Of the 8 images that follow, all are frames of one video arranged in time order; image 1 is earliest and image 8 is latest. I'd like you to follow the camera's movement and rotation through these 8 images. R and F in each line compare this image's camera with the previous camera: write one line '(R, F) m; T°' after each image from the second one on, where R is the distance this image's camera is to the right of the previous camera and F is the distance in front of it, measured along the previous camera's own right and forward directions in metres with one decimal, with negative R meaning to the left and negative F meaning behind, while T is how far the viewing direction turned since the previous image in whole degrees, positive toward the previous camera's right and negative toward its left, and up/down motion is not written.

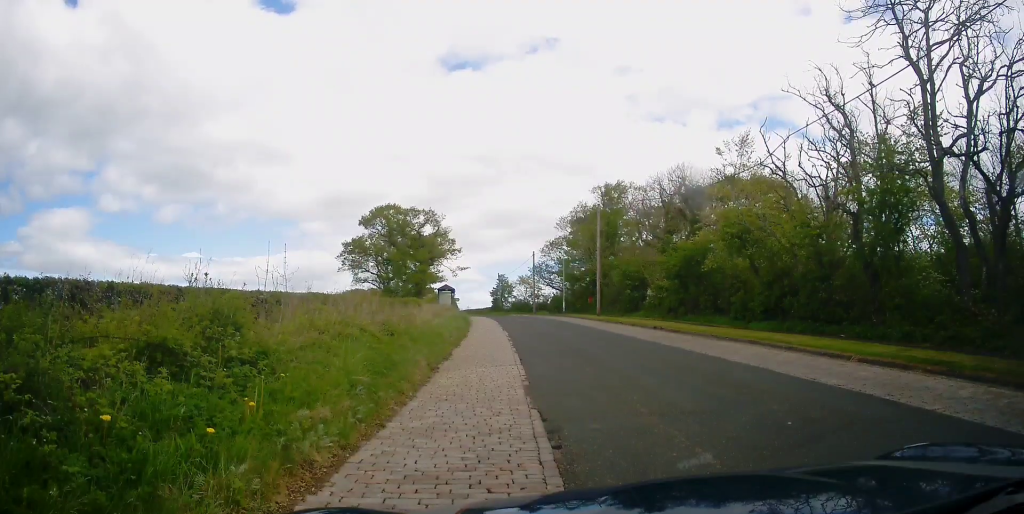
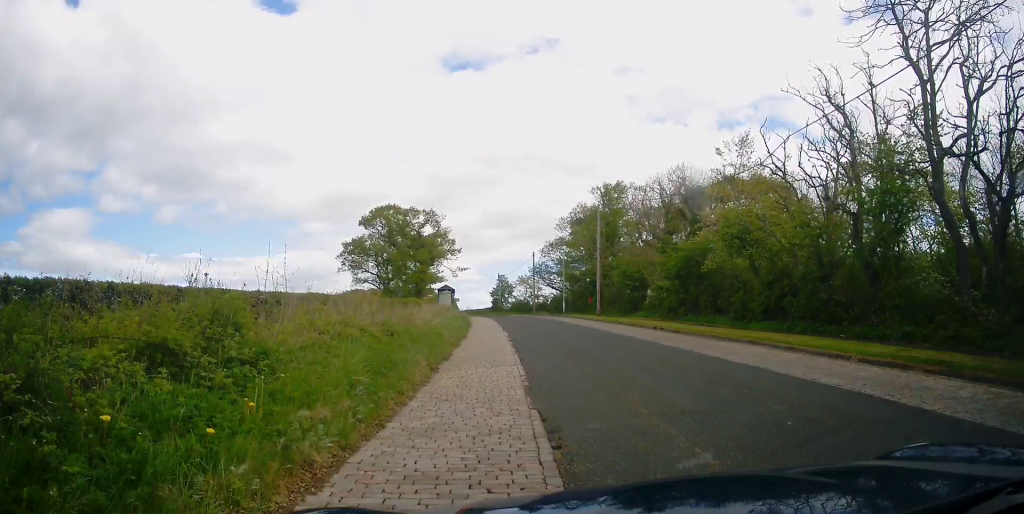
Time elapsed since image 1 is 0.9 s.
(0.0, 0.0) m; 0°
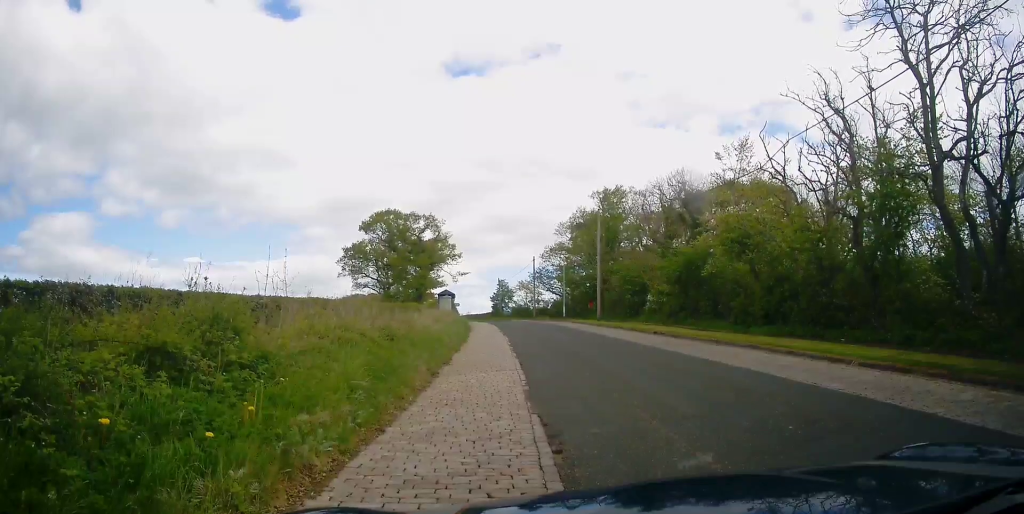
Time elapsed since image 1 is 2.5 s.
(0.0, 0.0) m; 0°
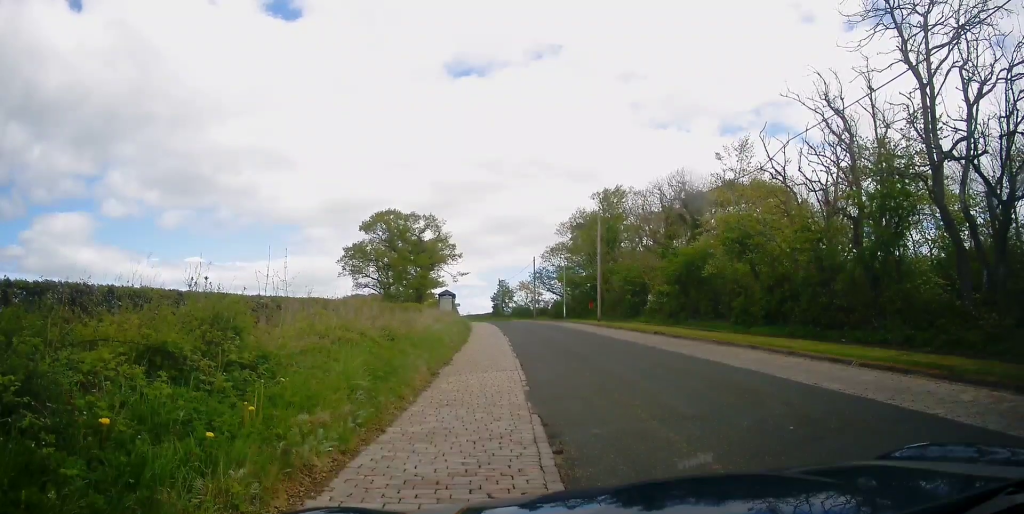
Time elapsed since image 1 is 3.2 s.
(0.0, 0.0) m; 0°
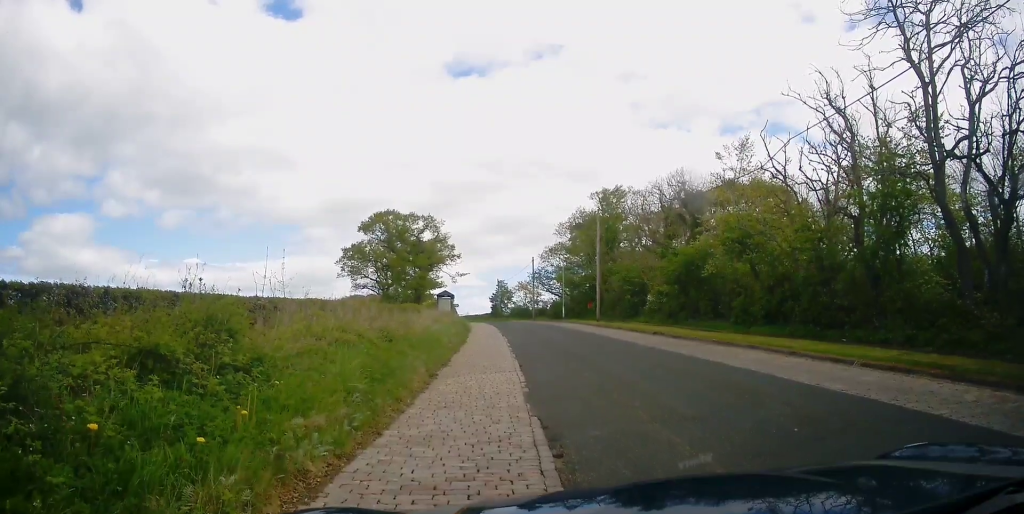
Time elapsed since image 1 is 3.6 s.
(0.0, 0.0) m; 0°
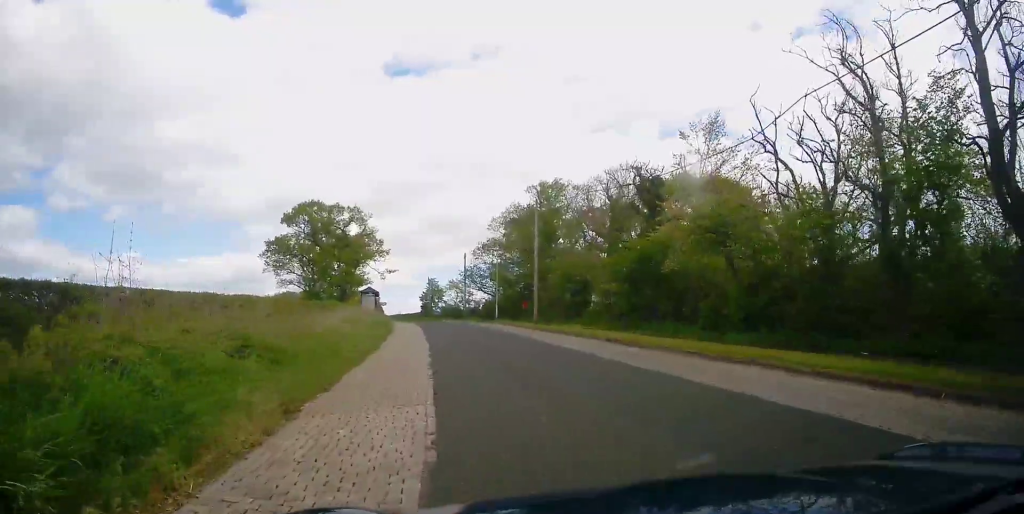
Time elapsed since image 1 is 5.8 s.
(+0.2, +1.9) m; +6°
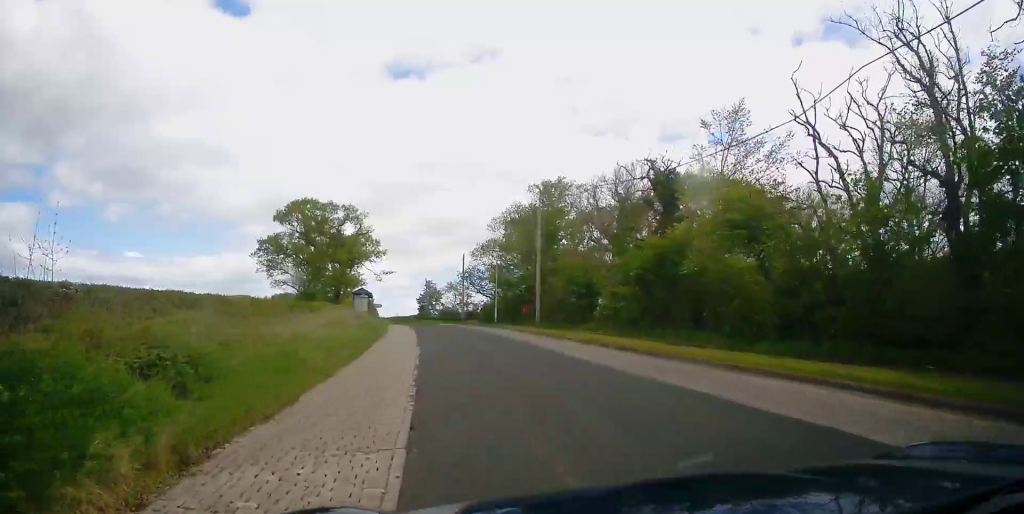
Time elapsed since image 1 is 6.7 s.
(+0.2, +2.0) m; +2°
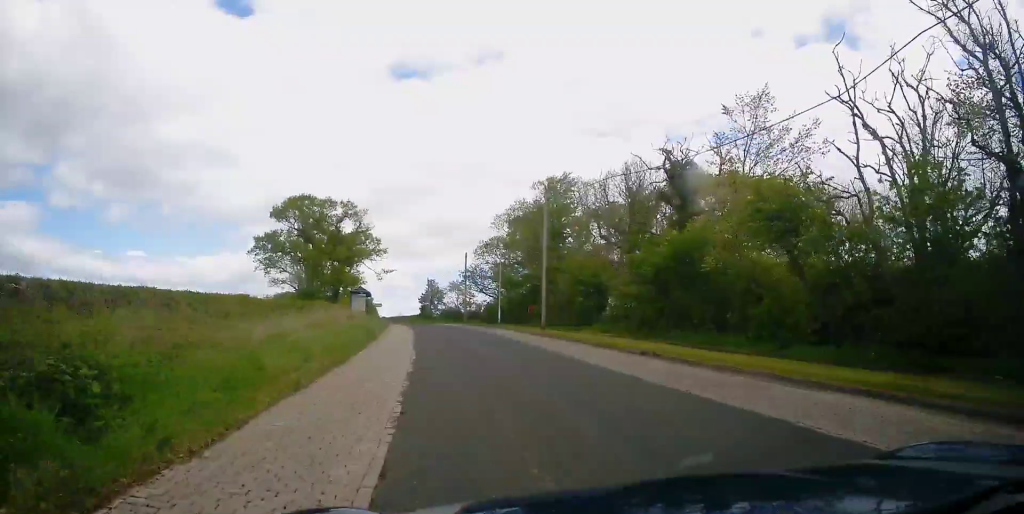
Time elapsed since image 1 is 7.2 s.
(+0.1, +1.5) m; 0°
